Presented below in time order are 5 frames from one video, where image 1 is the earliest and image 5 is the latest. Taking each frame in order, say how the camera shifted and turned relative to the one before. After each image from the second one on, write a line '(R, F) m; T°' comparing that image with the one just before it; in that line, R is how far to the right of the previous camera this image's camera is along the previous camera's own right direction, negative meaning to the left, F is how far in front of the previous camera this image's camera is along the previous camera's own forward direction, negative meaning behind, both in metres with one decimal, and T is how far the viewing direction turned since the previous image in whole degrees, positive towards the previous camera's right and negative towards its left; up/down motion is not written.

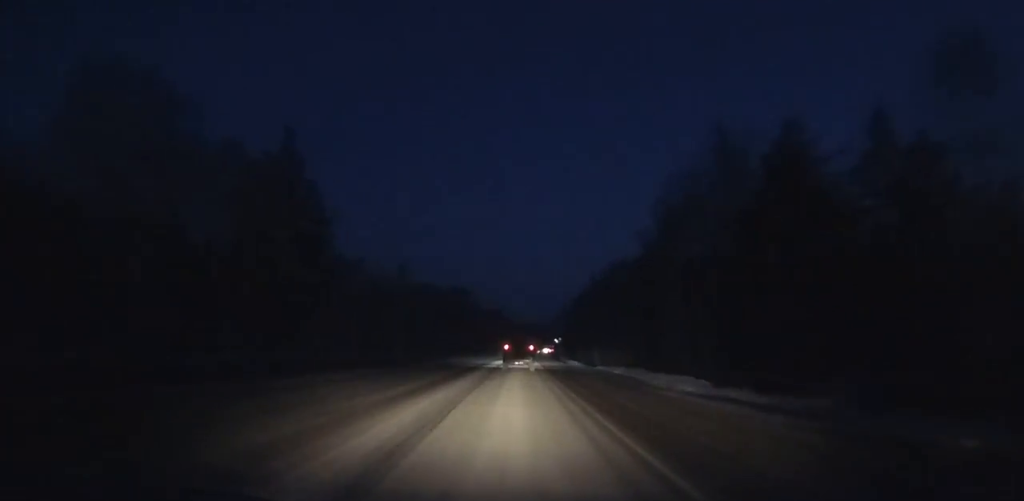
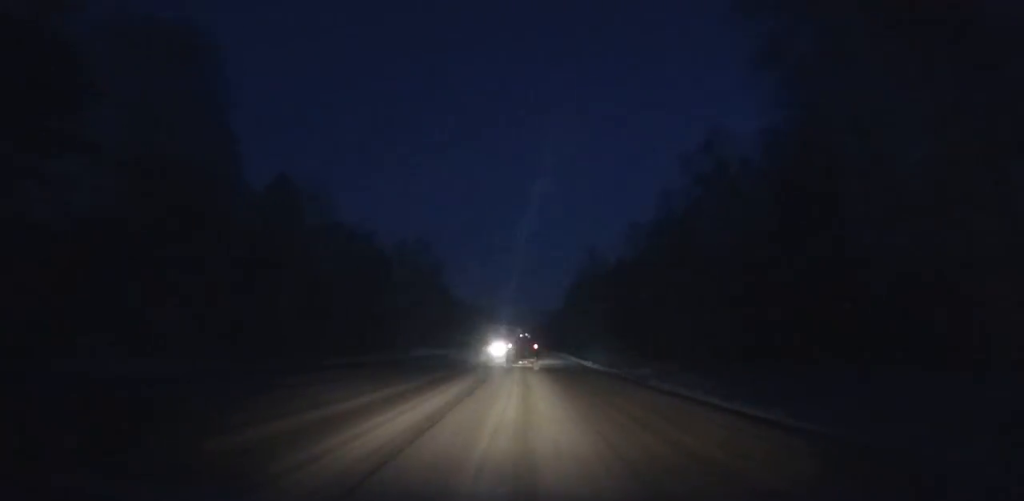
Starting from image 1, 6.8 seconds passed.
(+4.2, +148.0) m; +3°
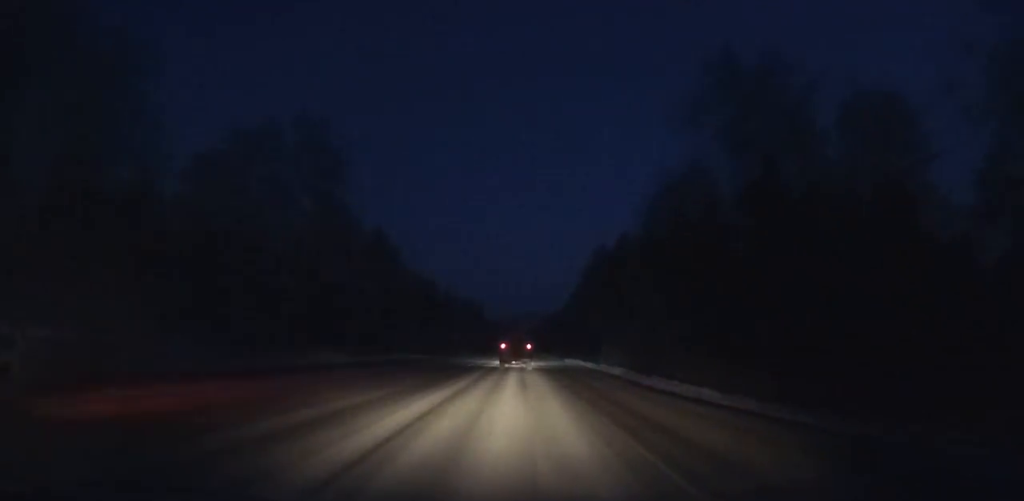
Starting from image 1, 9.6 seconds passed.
(+0.3, +60.0) m; 0°
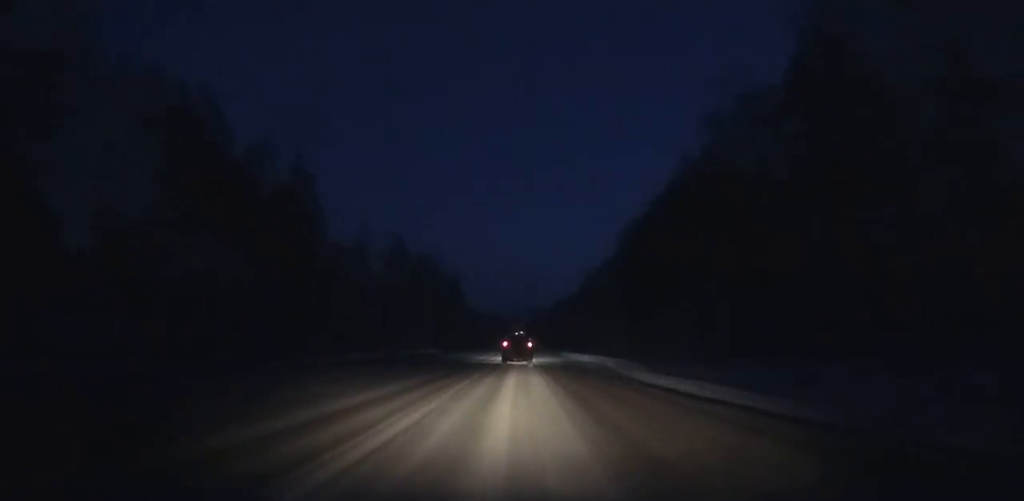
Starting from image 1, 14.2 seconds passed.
(+0.3, +97.3) m; 0°
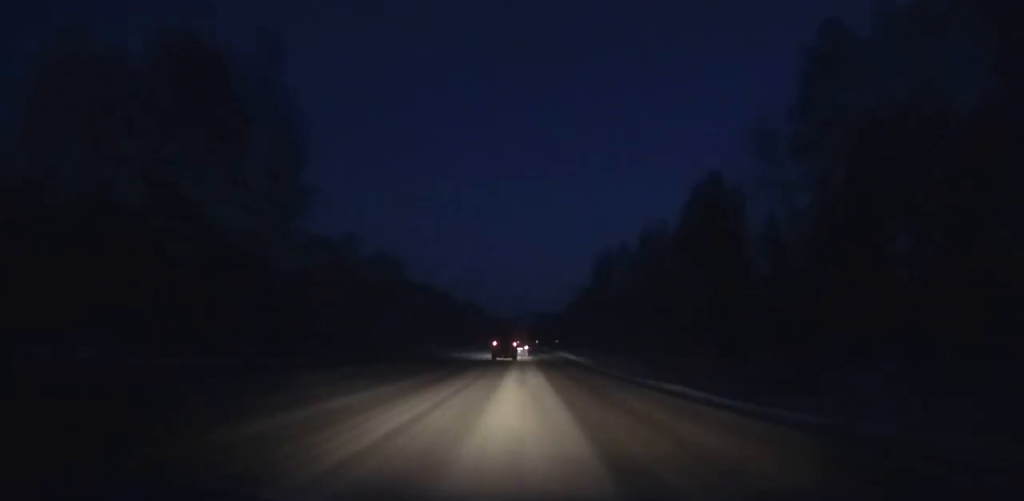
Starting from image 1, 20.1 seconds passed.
(-0.6, +119.1) m; 0°
